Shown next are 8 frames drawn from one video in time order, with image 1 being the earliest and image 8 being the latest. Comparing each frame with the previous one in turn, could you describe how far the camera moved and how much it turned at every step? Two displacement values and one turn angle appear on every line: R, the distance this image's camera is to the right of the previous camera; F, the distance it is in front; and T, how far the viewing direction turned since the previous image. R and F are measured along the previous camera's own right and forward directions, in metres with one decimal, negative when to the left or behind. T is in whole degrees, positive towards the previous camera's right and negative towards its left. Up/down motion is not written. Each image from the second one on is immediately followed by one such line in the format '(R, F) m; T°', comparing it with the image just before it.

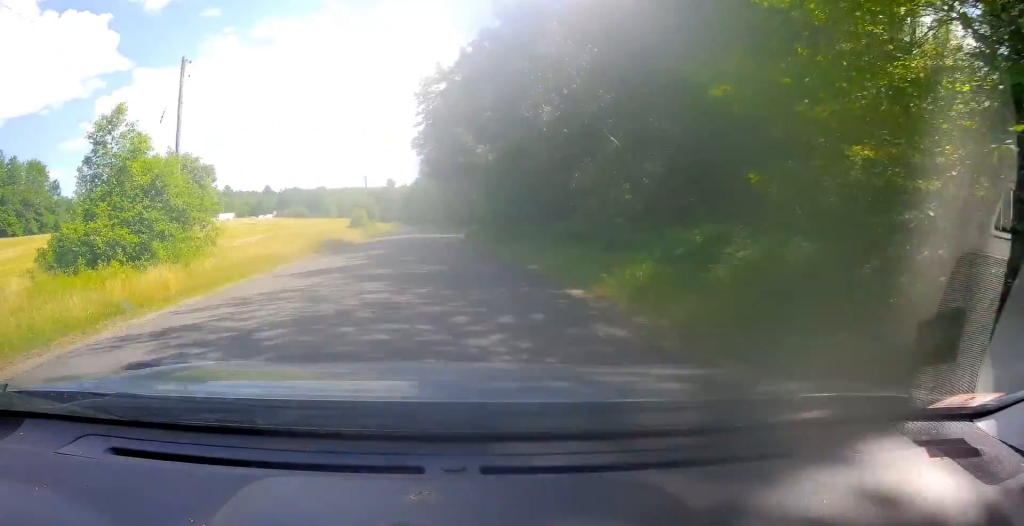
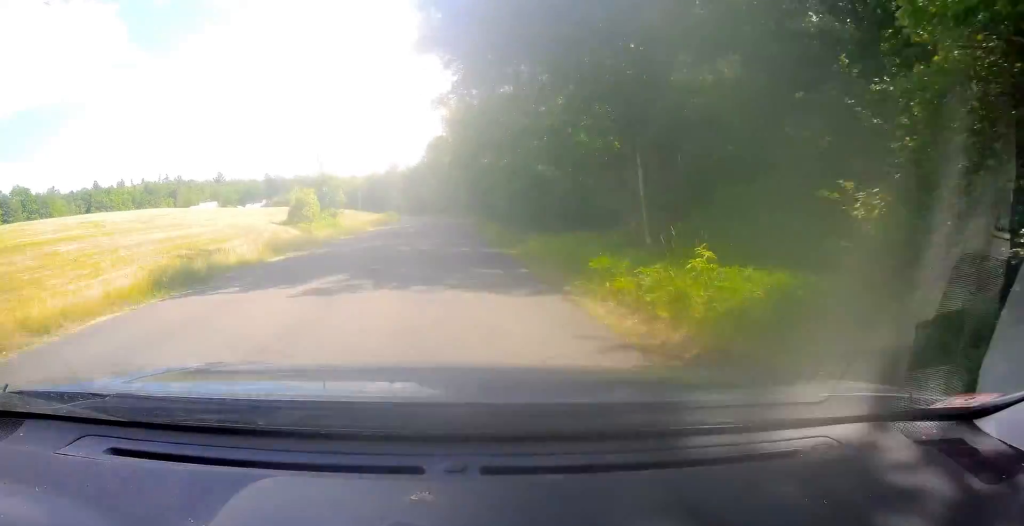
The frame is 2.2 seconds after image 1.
(-0.7, +42.8) m; -1°
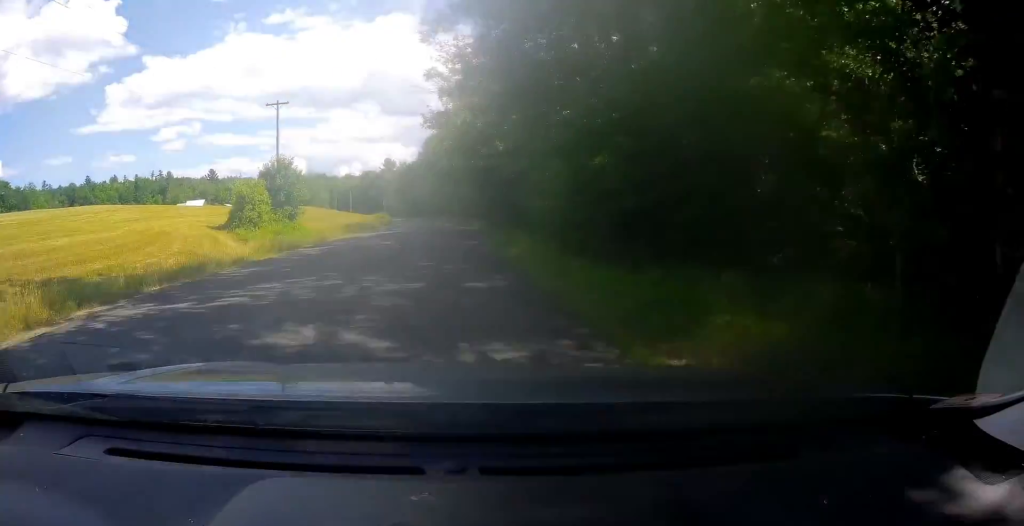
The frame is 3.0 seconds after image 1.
(+0.1, +13.9) m; 0°
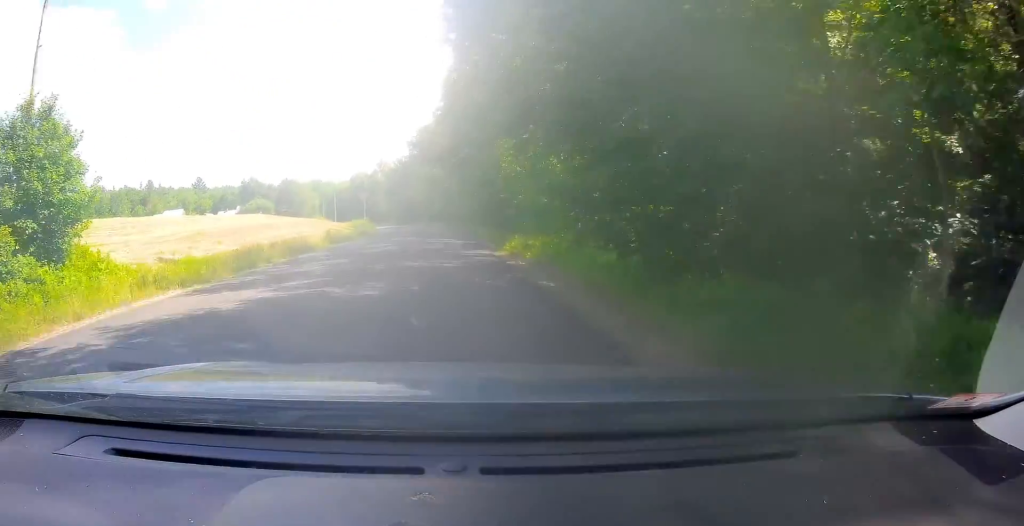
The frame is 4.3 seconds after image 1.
(-0.1, +25.3) m; +1°
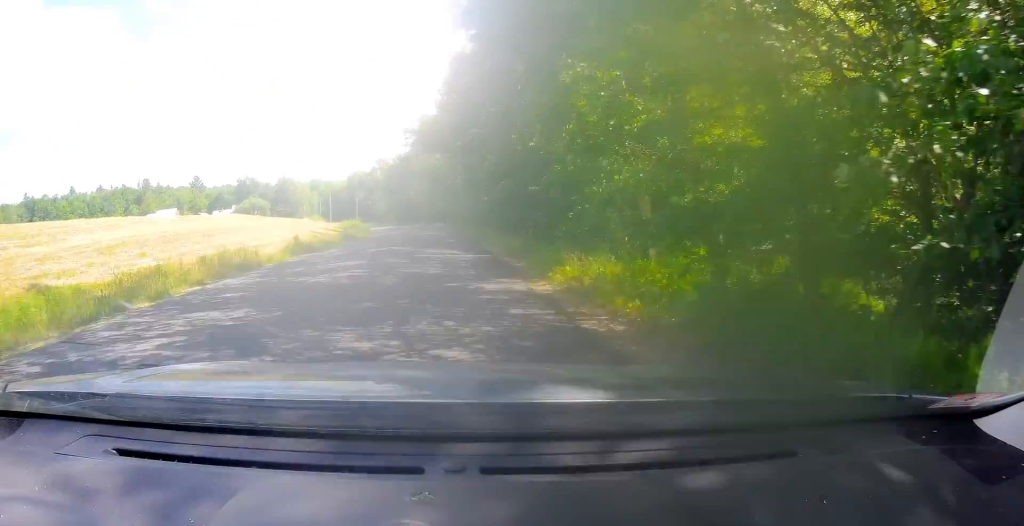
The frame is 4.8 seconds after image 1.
(+0.1, +8.6) m; +1°
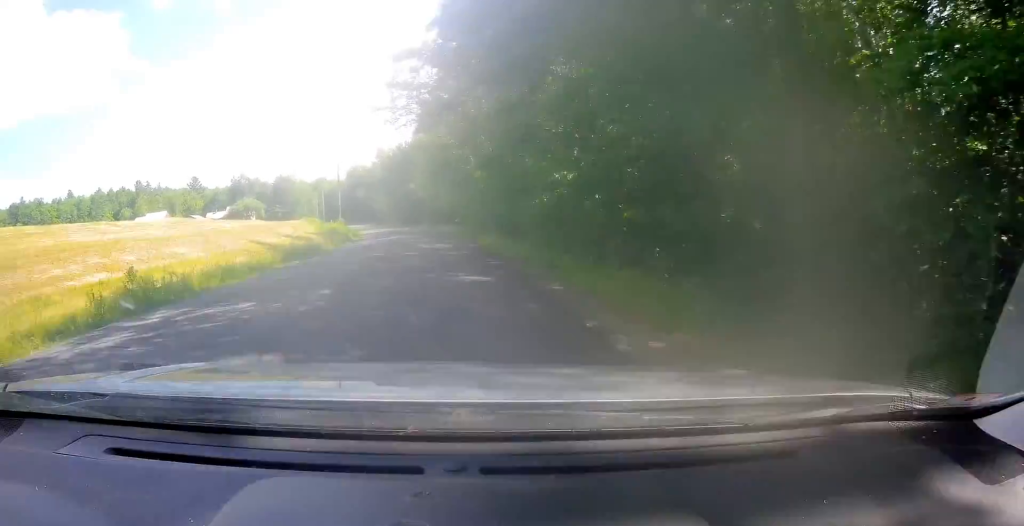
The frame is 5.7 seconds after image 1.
(0.0, +16.7) m; 0°
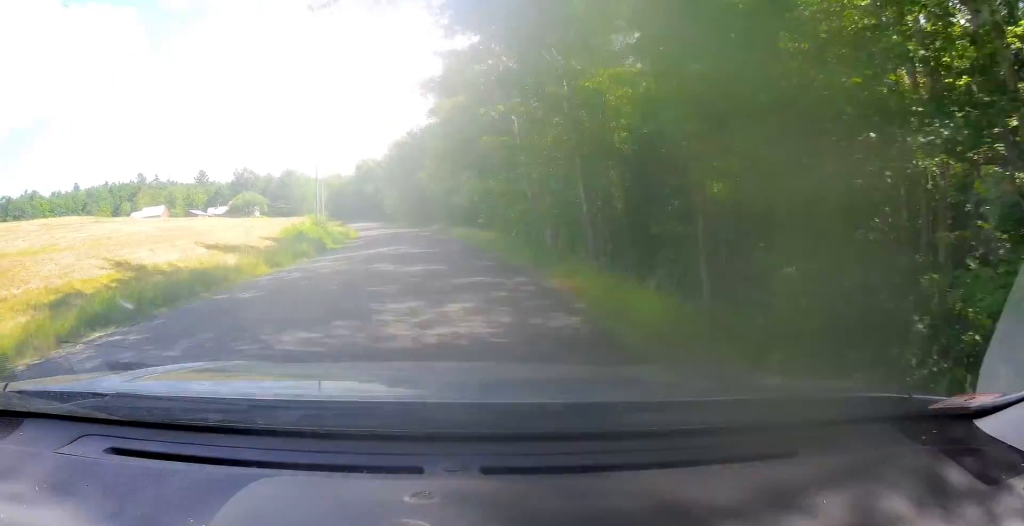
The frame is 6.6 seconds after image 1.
(0.0, +16.3) m; -3°
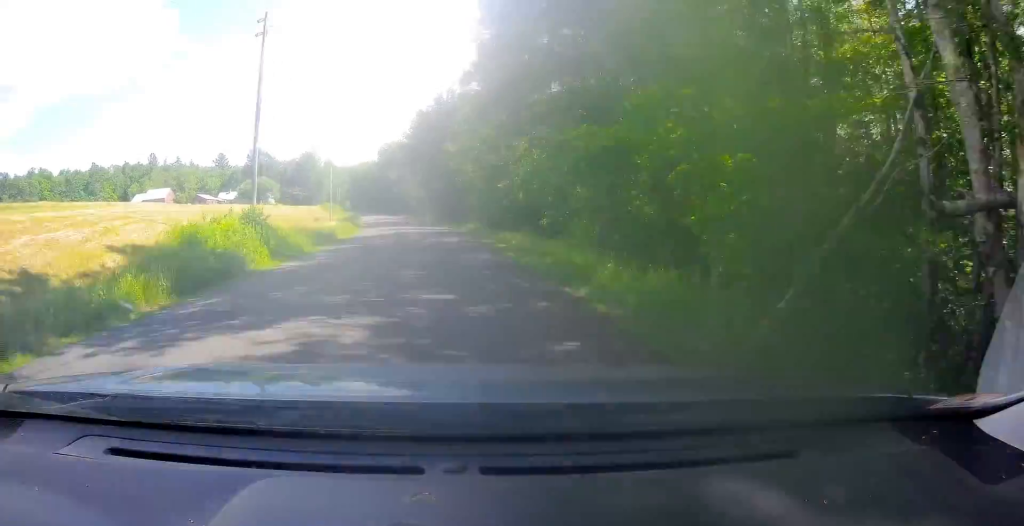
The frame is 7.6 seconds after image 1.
(-1.0, +18.8) m; -3°
